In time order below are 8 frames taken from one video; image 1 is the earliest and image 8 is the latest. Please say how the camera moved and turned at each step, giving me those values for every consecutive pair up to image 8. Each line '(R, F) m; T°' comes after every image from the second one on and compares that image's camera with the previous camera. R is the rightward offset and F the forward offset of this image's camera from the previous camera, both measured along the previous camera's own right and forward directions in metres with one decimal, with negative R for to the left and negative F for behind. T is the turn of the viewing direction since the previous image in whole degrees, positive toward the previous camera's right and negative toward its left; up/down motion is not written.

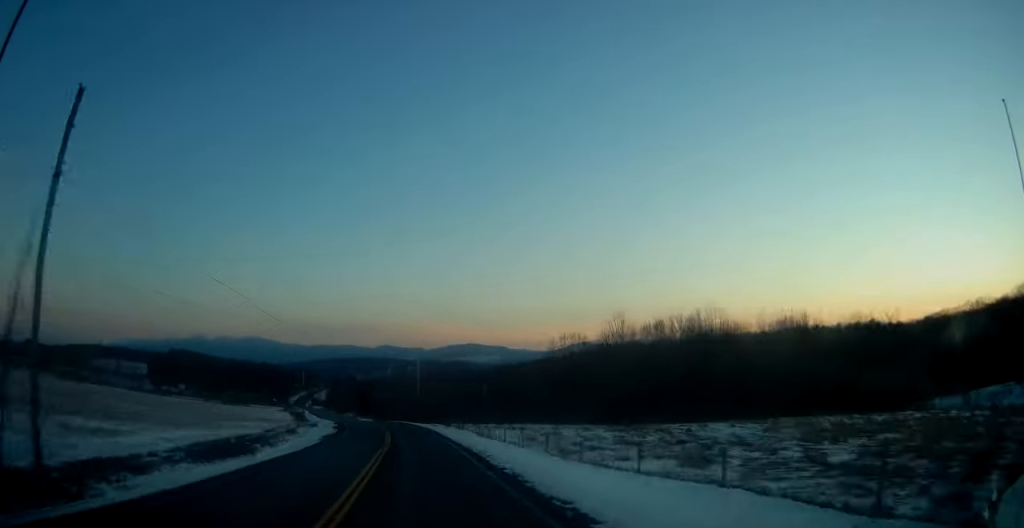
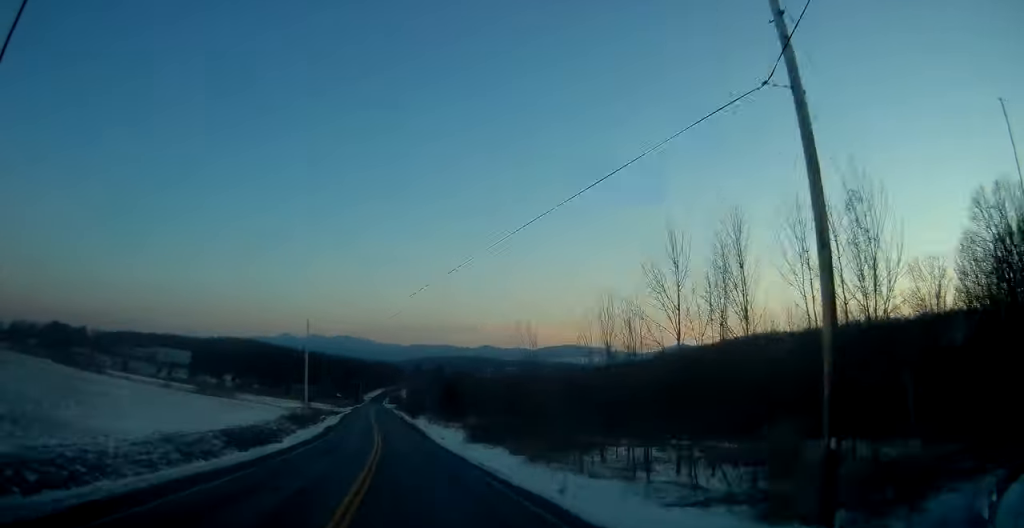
(-3.7, +81.2) m; -6°
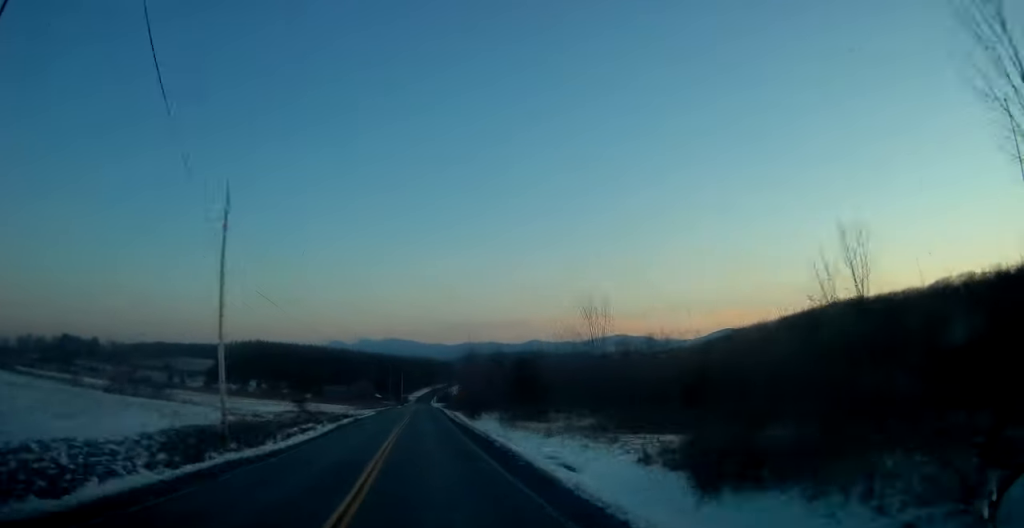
(-1.2, +40.3) m; -3°
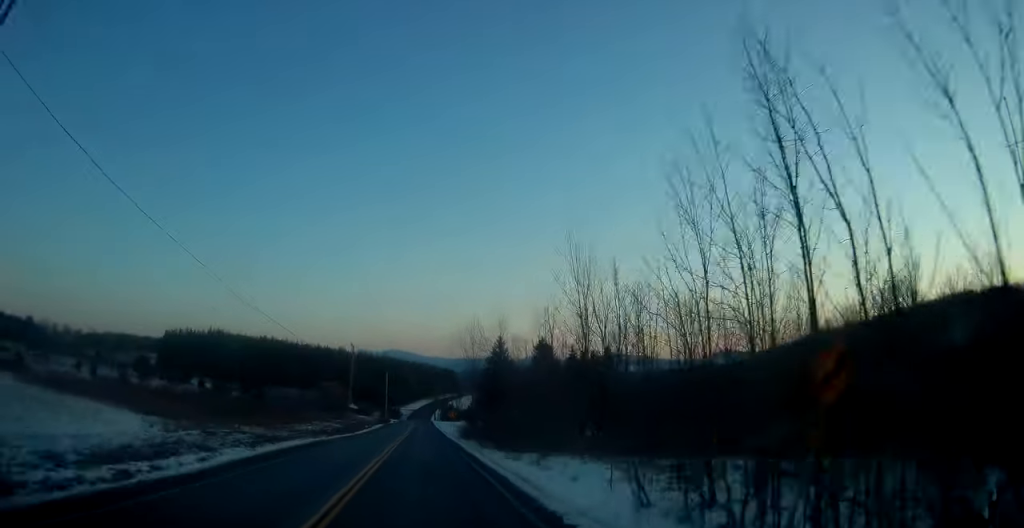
(-1.9, +79.9) m; -1°
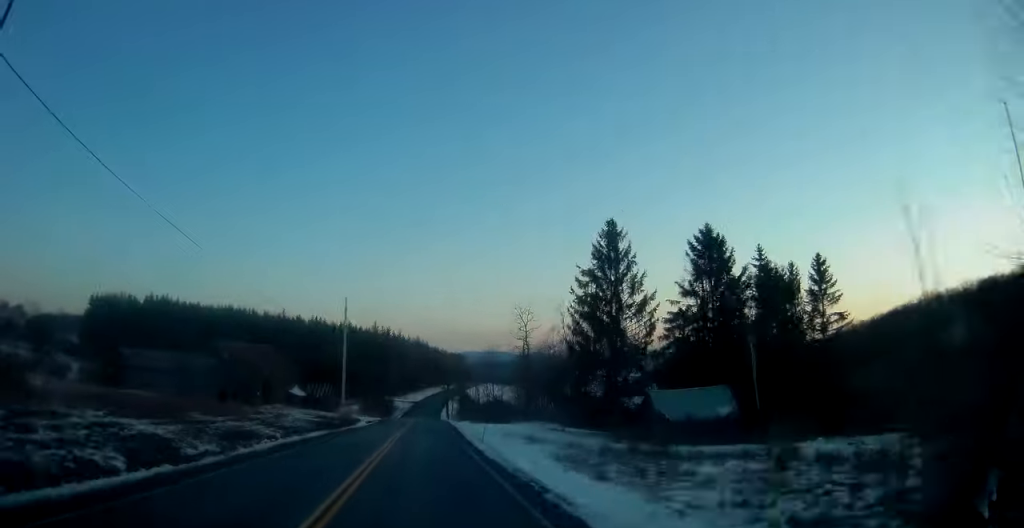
(-0.1, +73.0) m; 0°
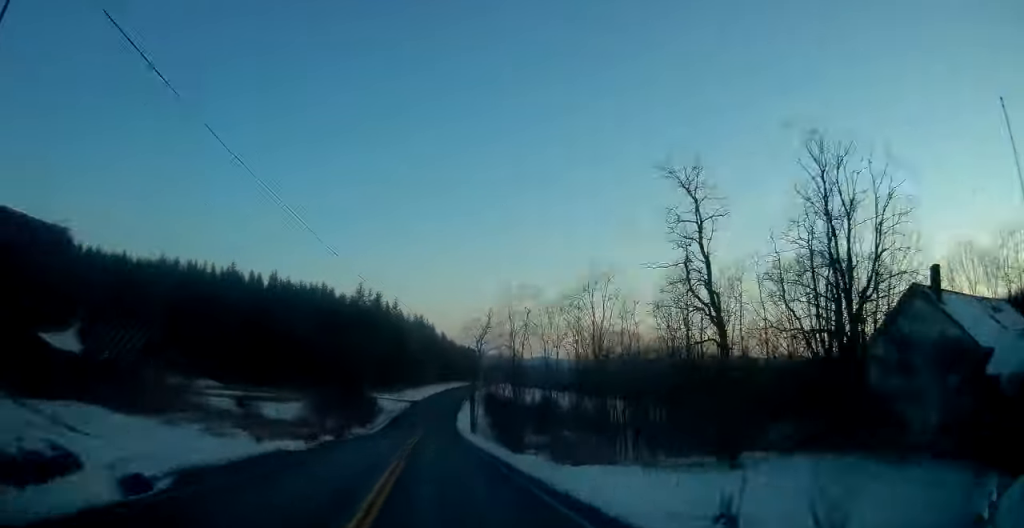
(-0.5, +60.3) m; +1°
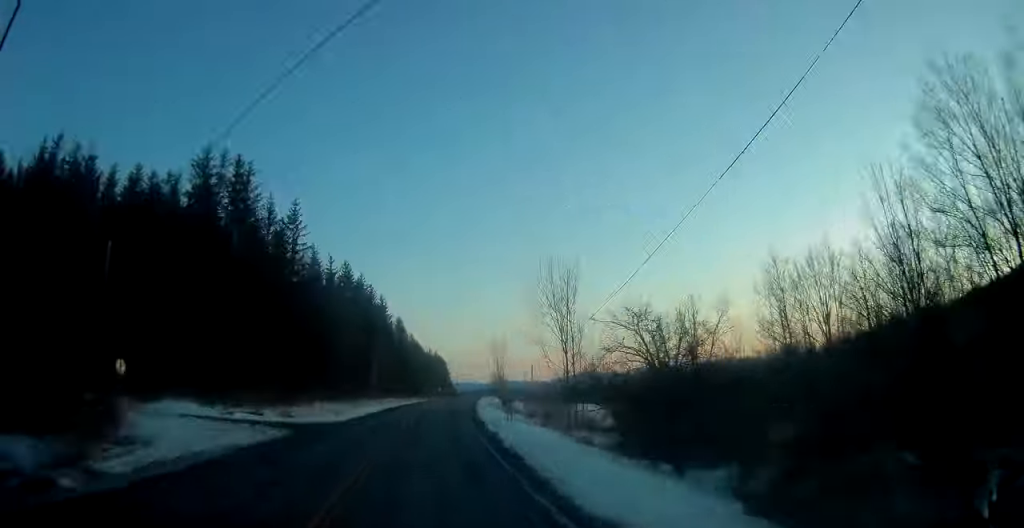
(+2.7, +80.2) m; +5°
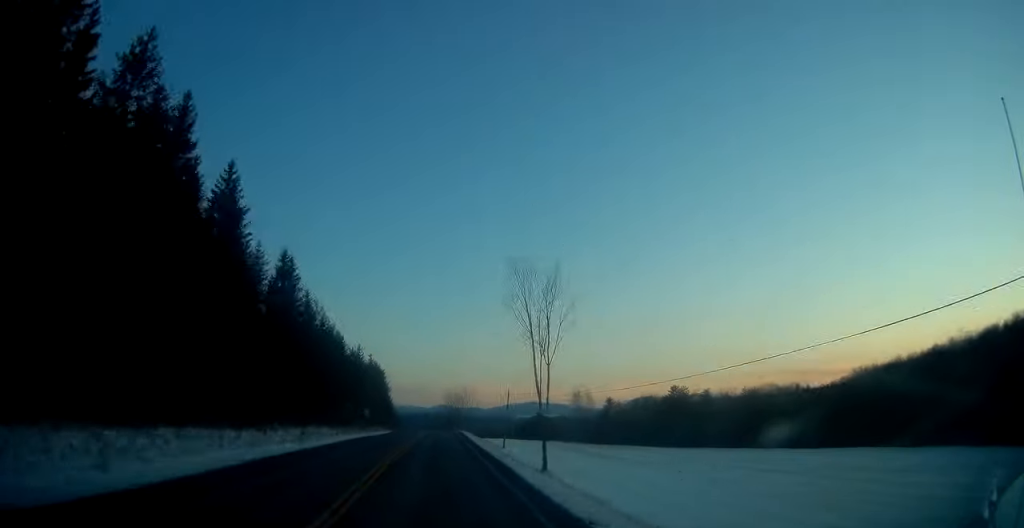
(+3.7, +69.3) m; +4°
